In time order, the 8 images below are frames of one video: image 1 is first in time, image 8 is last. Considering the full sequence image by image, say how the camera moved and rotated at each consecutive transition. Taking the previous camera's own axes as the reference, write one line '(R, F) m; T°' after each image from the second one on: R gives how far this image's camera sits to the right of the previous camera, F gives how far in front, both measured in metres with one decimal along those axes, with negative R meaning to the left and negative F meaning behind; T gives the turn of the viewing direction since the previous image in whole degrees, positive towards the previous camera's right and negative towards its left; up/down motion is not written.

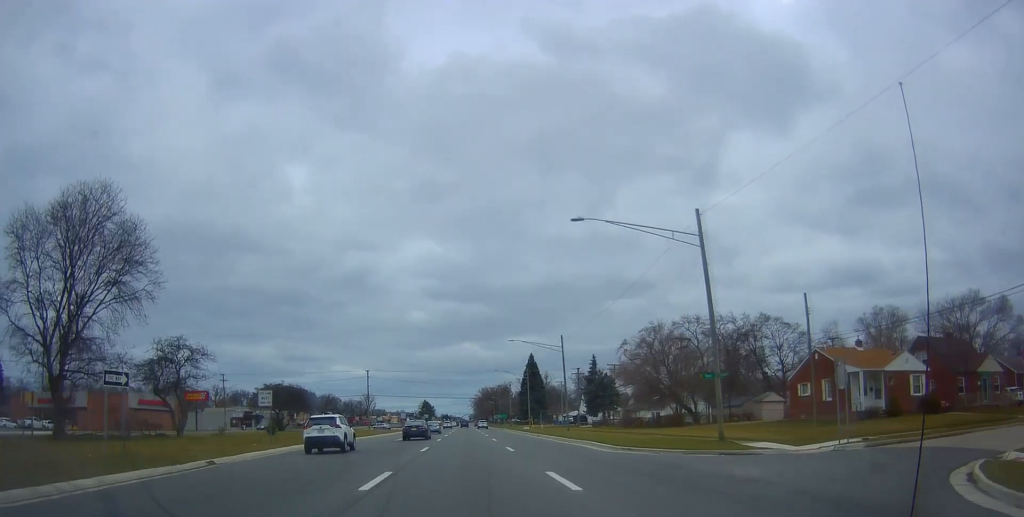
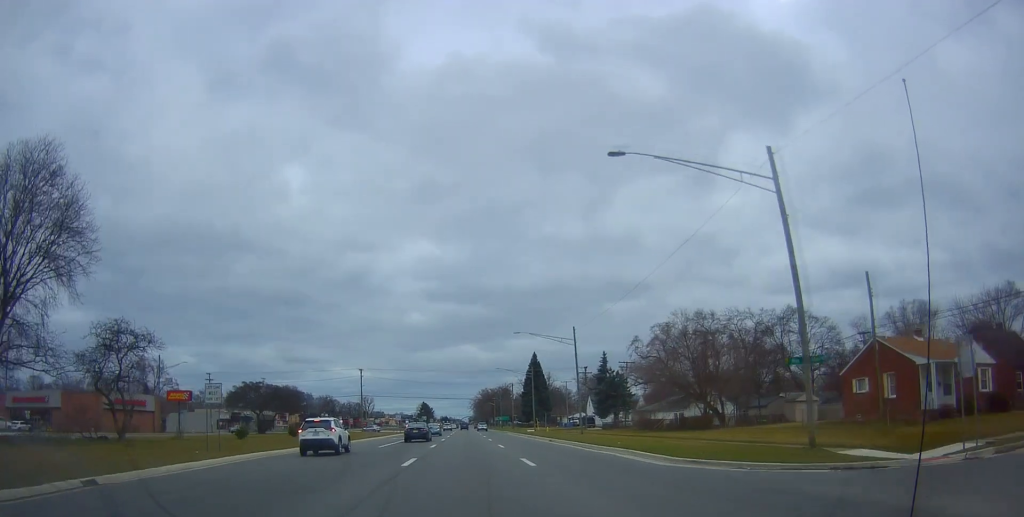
(+0.1, +7.5) m; 0°
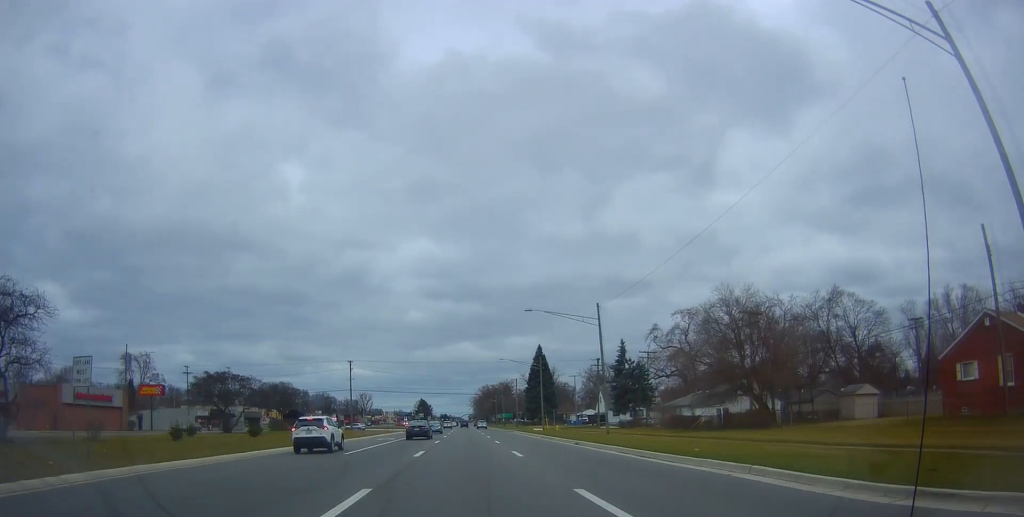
(-0.1, +10.5) m; -1°
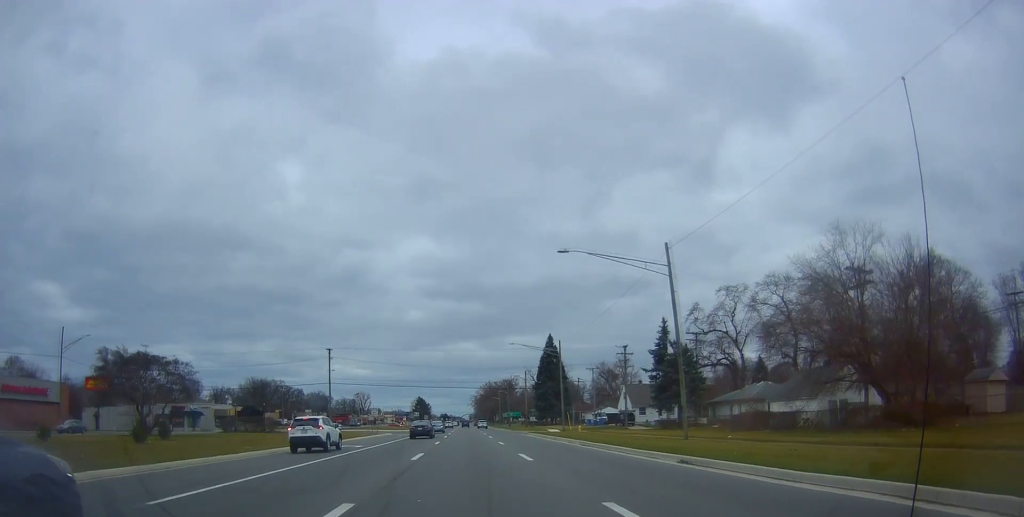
(-0.3, +16.6) m; -1°
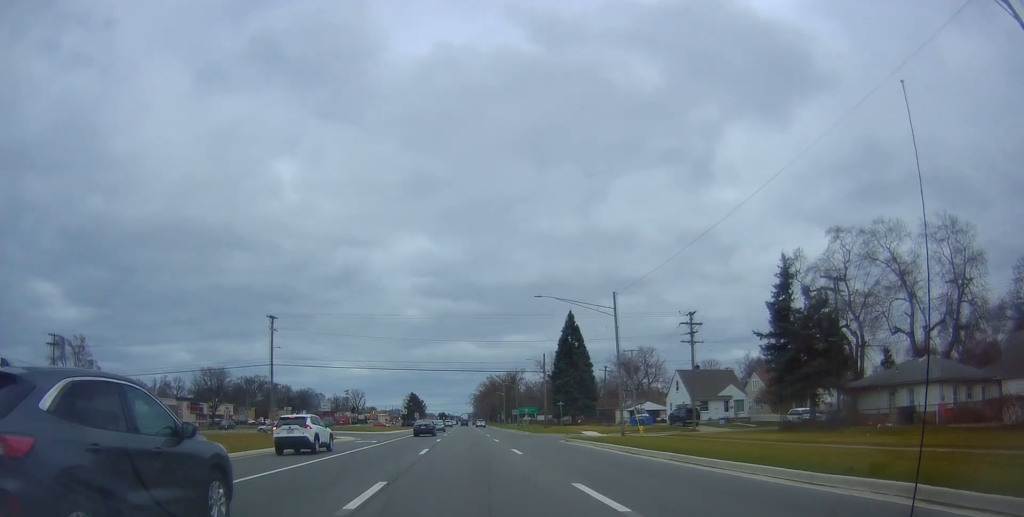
(-0.1, +25.9) m; +2°
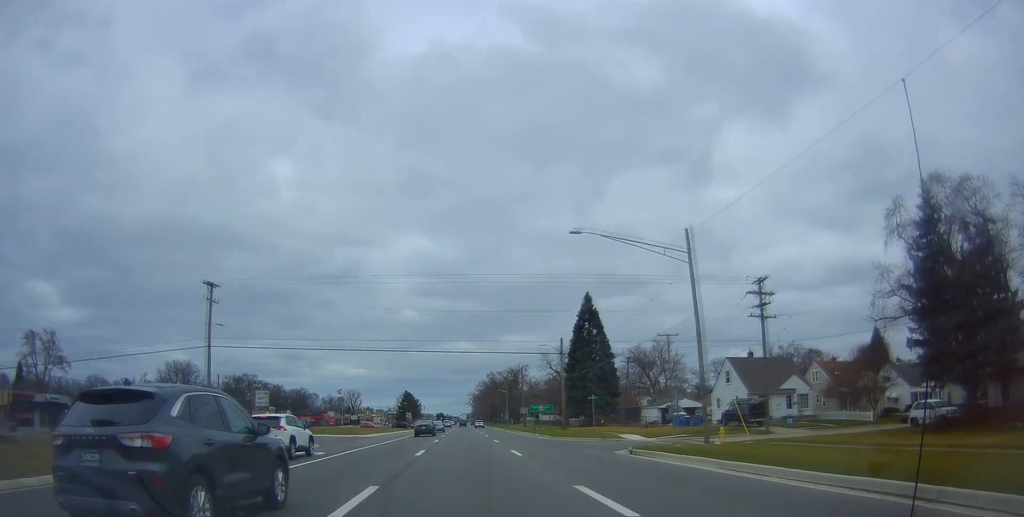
(+0.6, +15.4) m; +1°
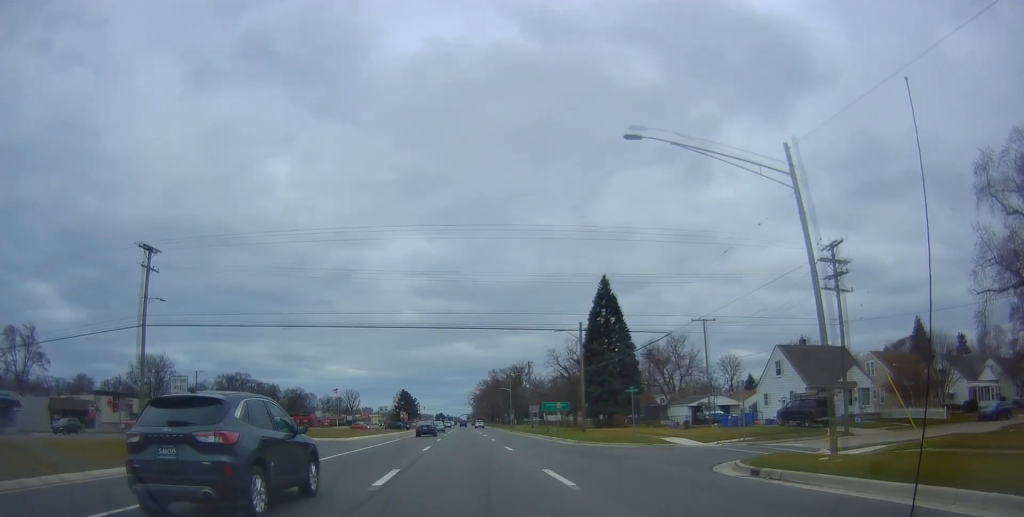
(-0.1, +10.5) m; 0°
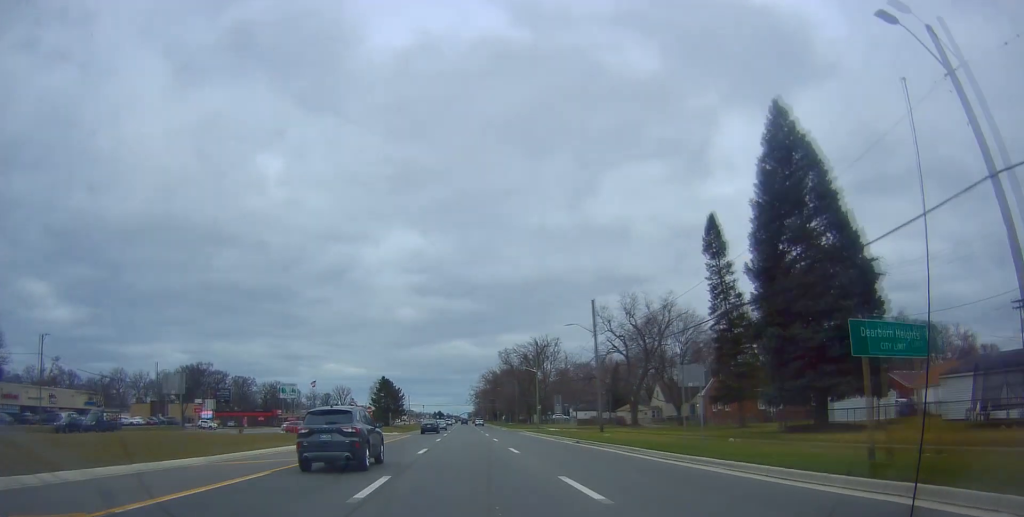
(+0.5, +46.5) m; -1°
